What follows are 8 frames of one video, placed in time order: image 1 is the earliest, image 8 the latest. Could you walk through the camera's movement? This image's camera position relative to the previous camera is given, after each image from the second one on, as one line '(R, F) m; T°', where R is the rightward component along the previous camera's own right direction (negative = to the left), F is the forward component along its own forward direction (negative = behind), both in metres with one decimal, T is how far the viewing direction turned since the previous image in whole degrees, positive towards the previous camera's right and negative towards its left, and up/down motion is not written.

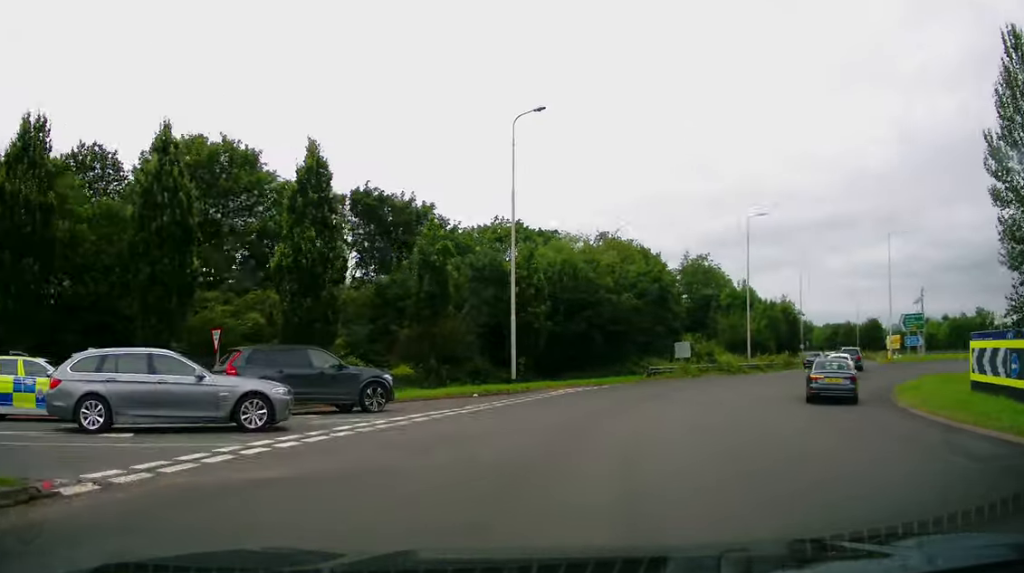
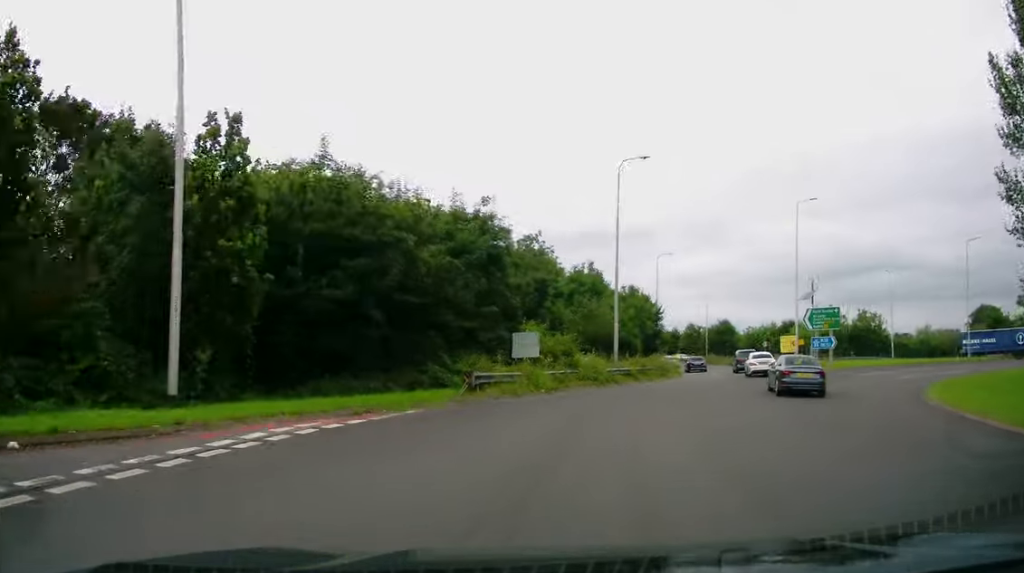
(+2.8, +15.5) m; +17°
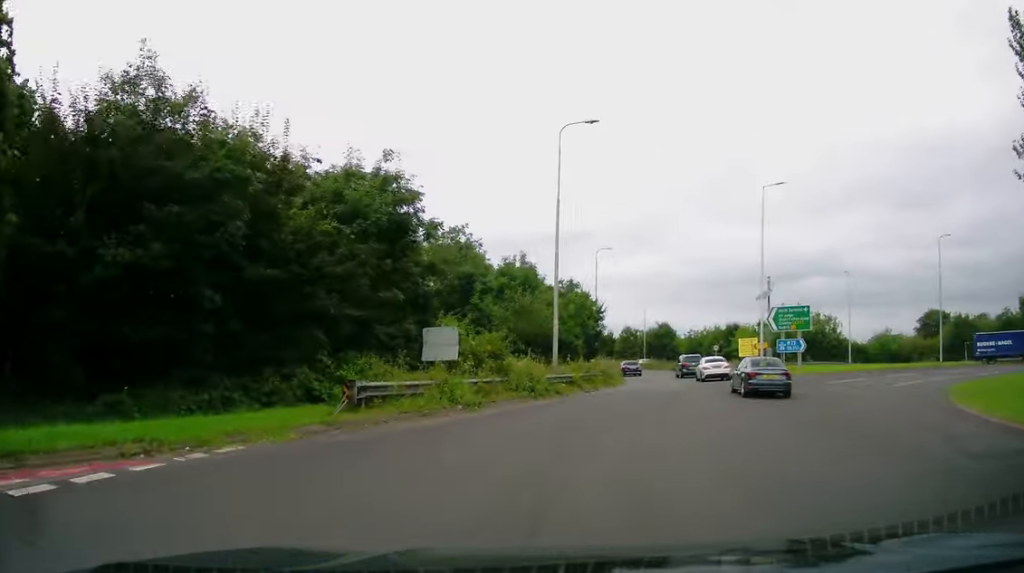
(+0.4, +6.2) m; +4°
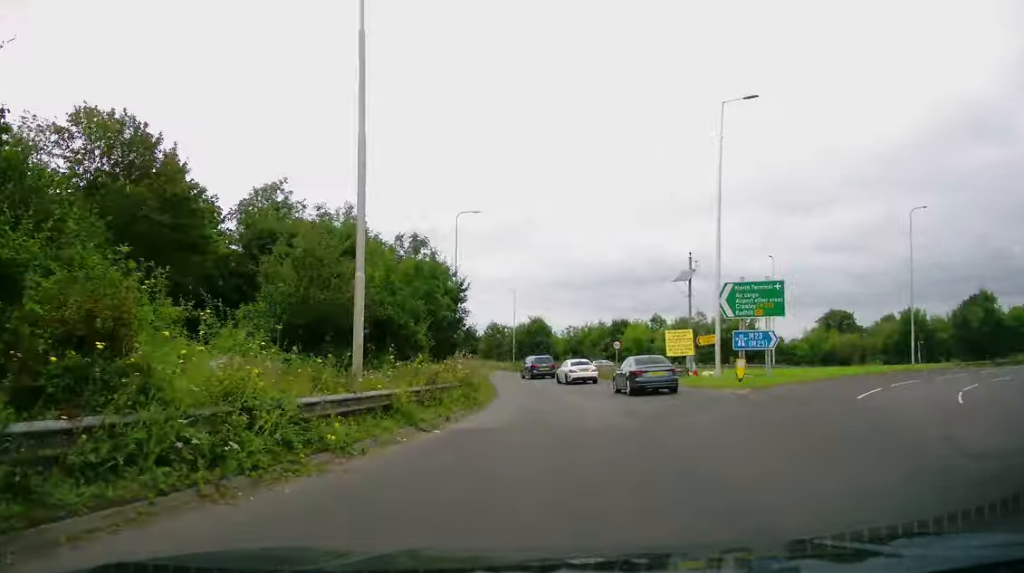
(+1.0, +15.4) m; +8°
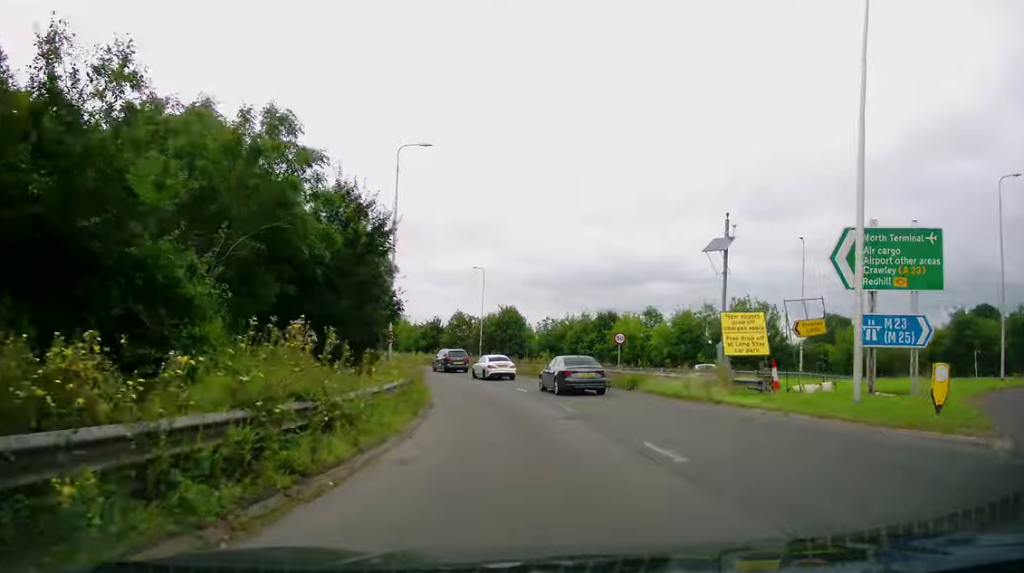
(+0.9, +14.0) m; +1°
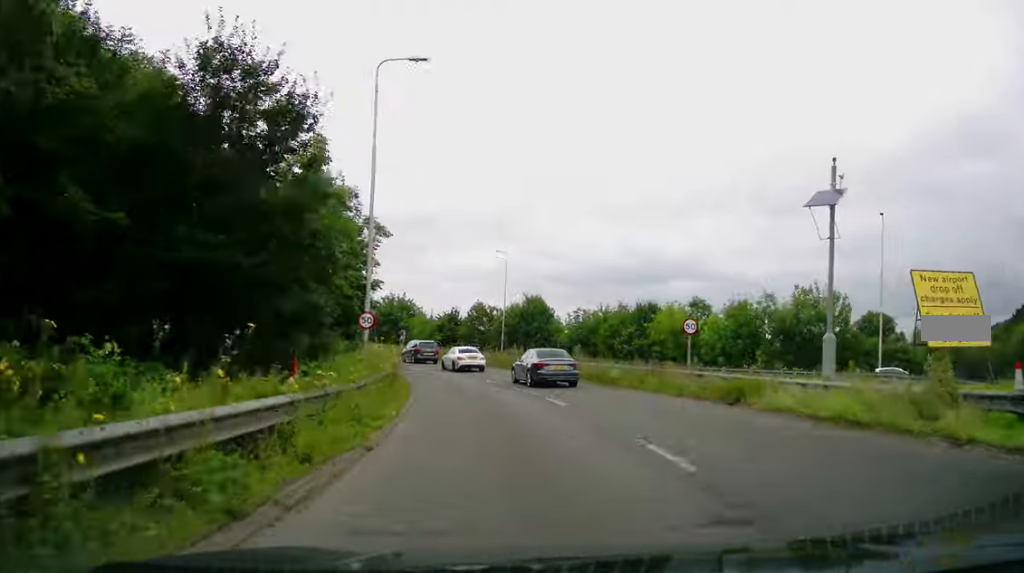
(-0.4, +9.9) m; -3°
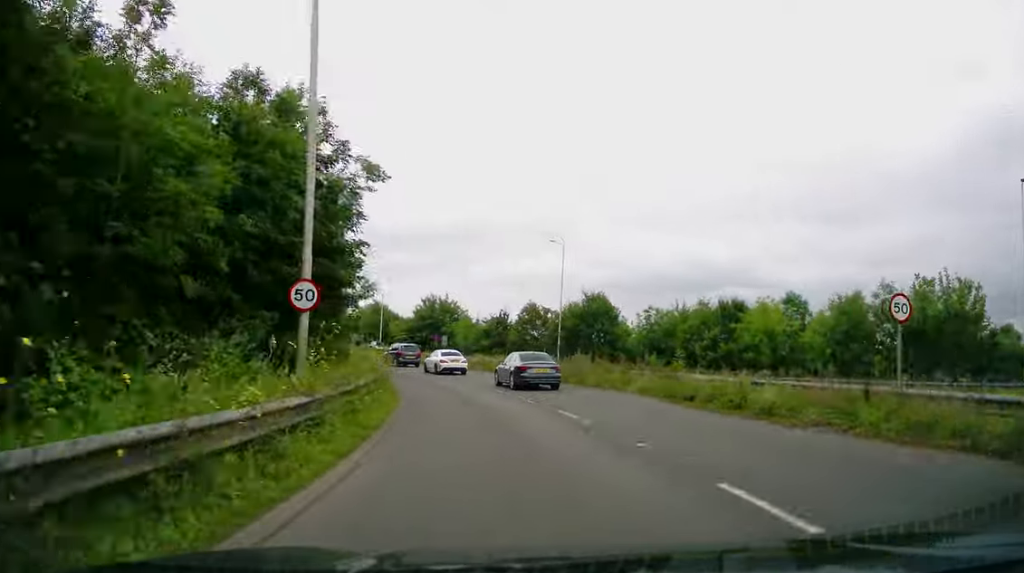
(-0.4, +11.5) m; -4°
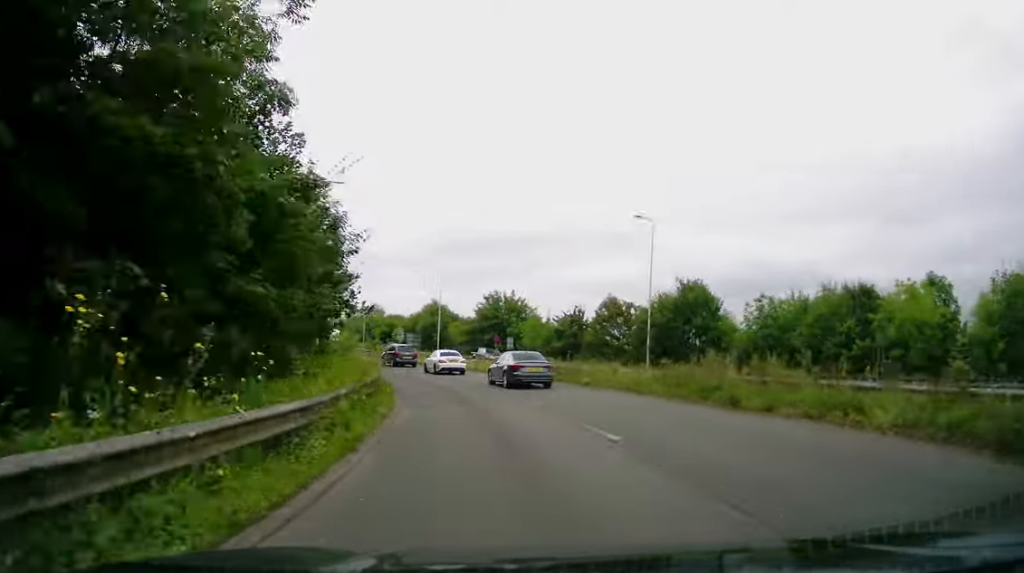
(-0.2, +11.8) m; -5°
